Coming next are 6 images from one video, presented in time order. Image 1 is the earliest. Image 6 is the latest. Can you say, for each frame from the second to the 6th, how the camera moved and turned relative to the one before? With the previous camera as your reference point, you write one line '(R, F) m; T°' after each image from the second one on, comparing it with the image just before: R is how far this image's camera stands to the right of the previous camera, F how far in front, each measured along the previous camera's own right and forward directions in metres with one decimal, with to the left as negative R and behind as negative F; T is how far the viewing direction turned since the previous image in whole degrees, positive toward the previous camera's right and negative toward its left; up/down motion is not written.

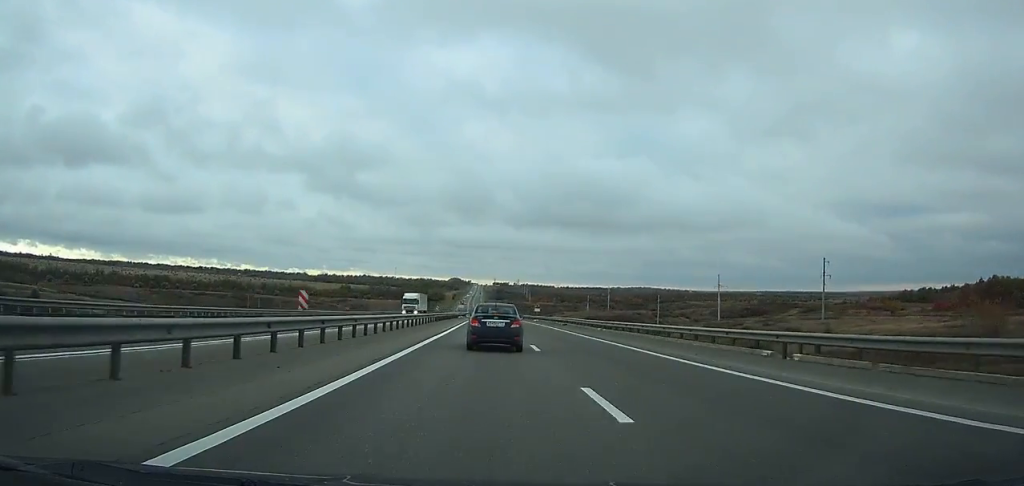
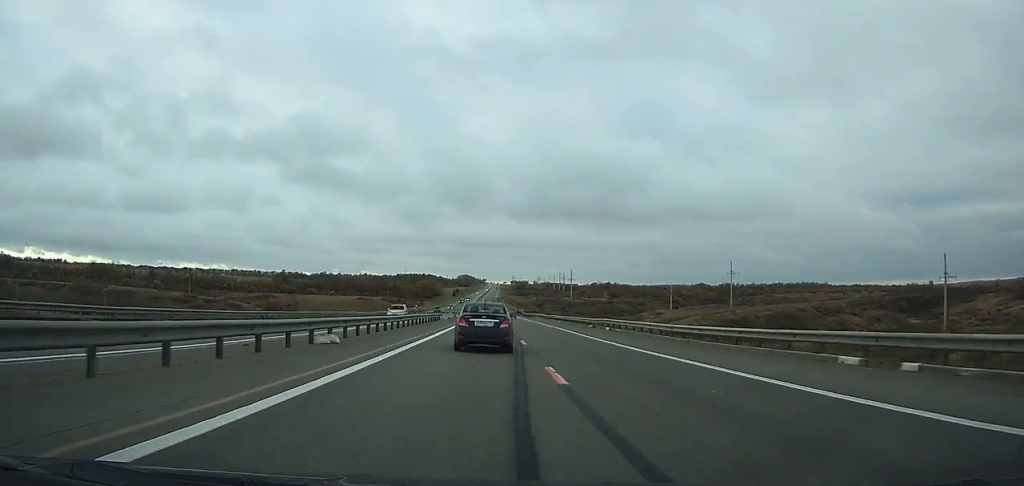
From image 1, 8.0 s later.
(-3.4, +213.7) m; -2°
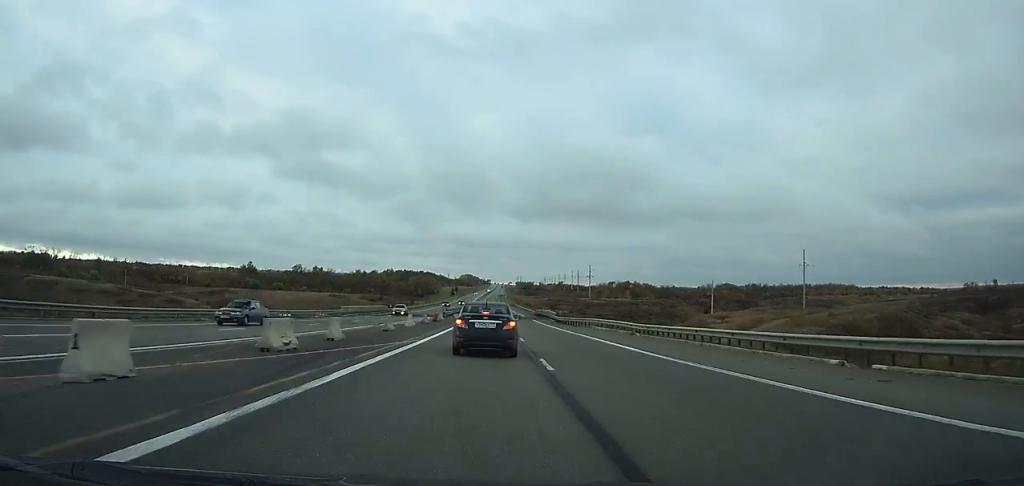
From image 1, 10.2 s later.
(-0.3, +56.2) m; 0°
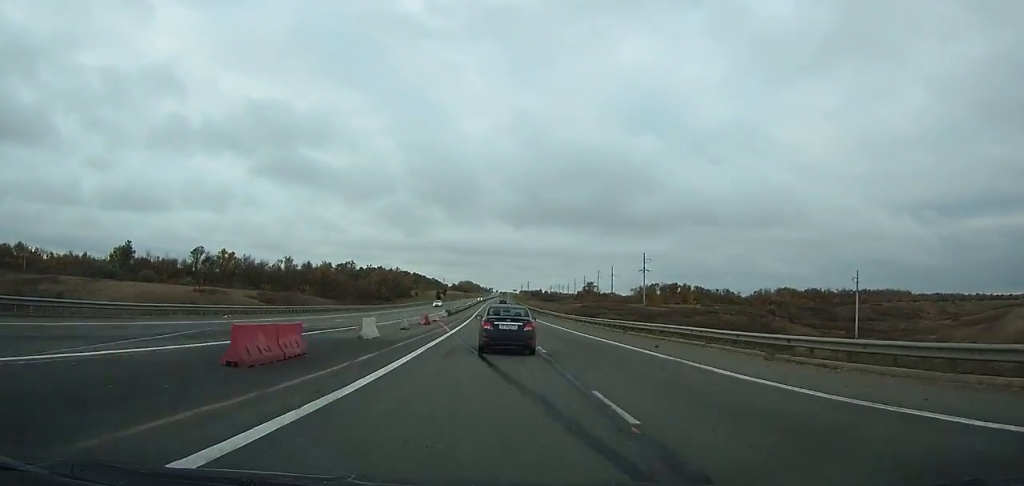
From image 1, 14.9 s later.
(-0.2, +117.7) m; 0°
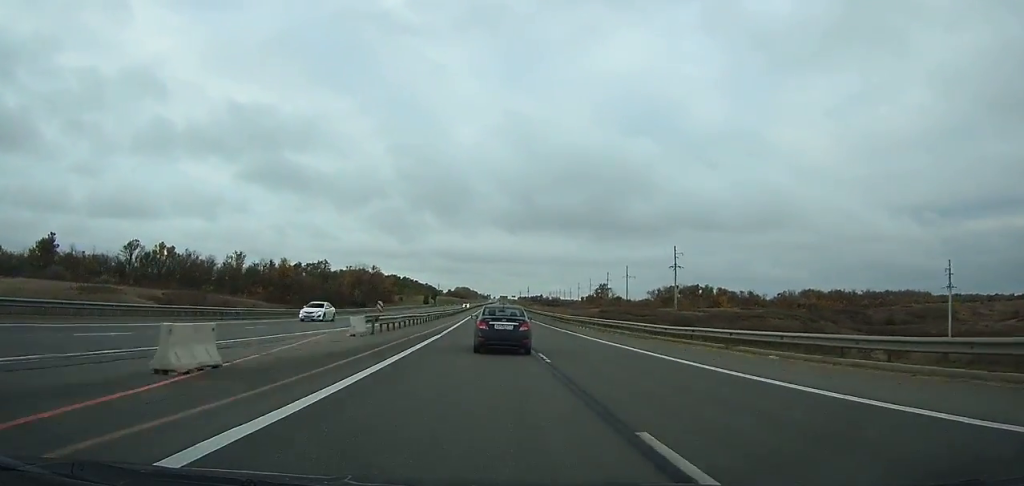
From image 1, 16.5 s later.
(-0.1, +39.9) m; 0°
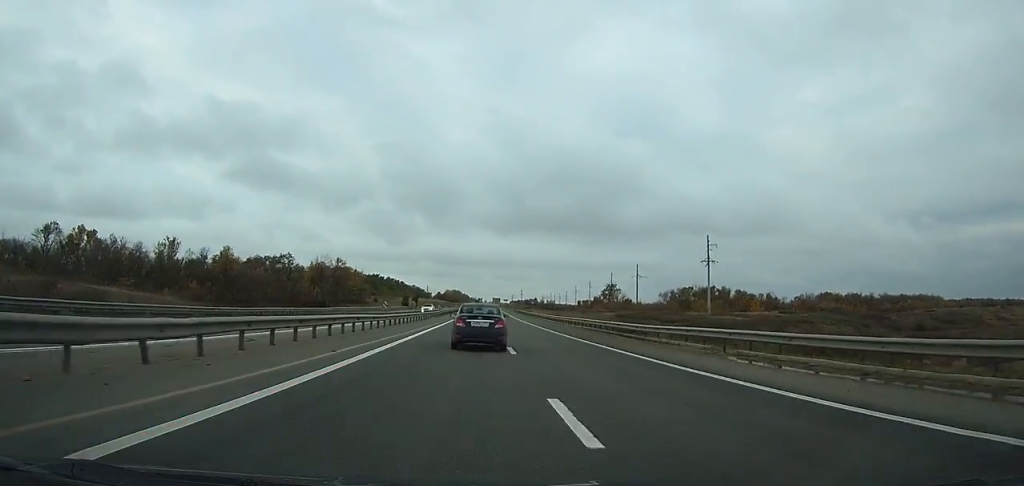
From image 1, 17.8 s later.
(0.0, +32.6) m; 0°
